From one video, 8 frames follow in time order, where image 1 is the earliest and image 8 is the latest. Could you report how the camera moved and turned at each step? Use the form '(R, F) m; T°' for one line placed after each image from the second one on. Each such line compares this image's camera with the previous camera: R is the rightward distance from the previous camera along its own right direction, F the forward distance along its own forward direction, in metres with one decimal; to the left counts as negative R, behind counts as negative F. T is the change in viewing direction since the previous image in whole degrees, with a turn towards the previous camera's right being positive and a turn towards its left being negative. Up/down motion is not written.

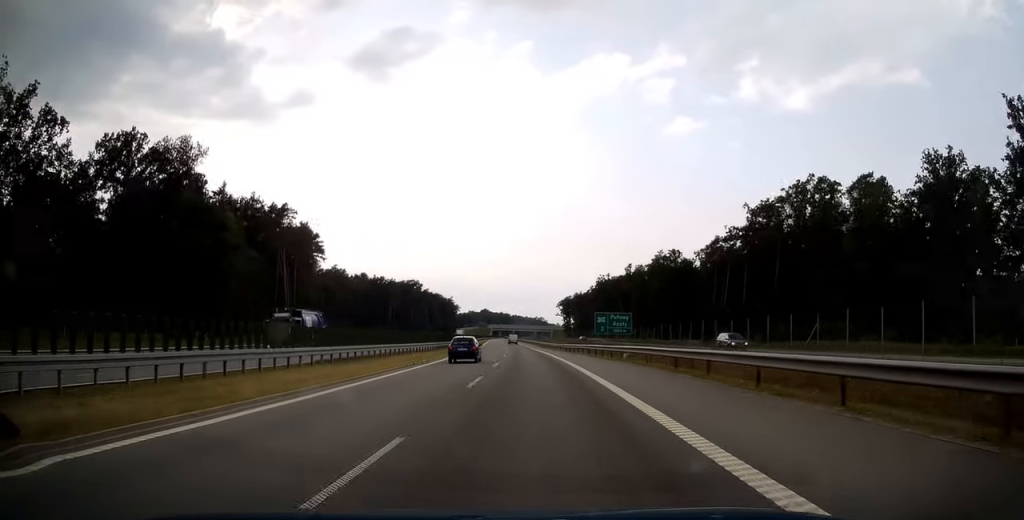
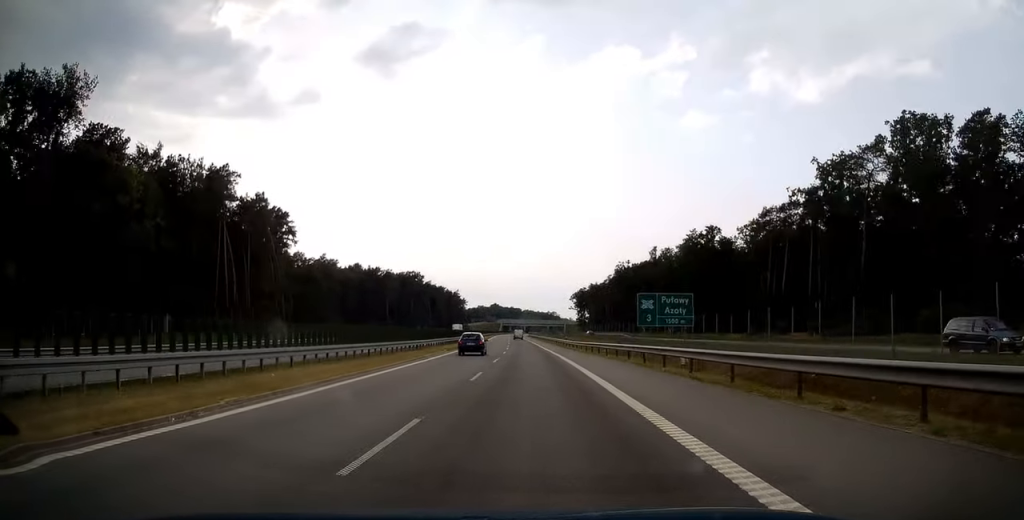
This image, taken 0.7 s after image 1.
(-0.6, +22.3) m; -1°
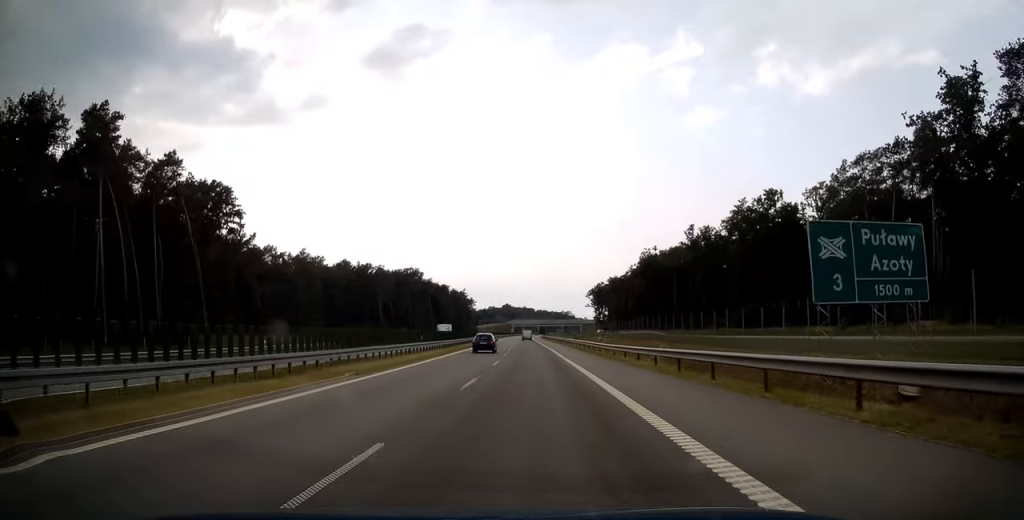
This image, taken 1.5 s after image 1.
(-0.3, +26.1) m; -1°
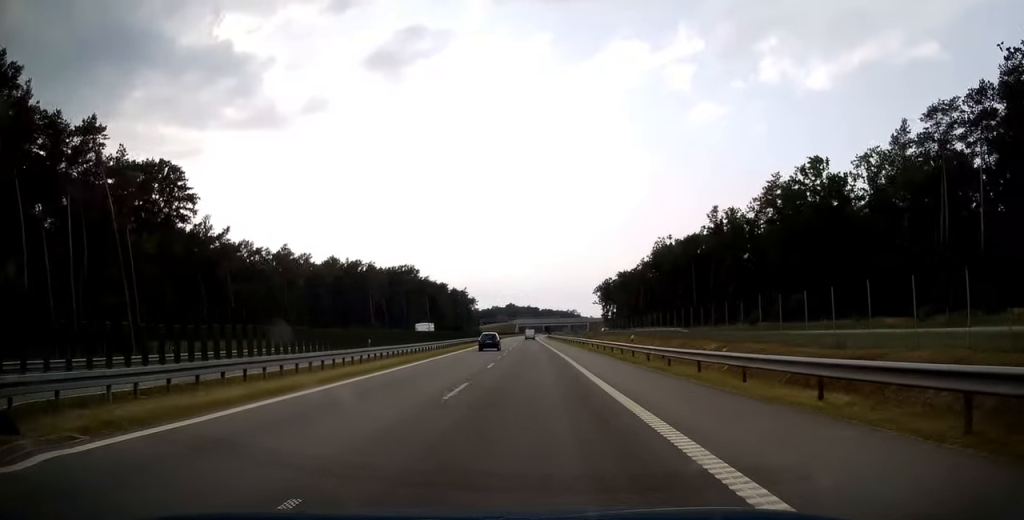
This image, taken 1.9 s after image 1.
(+0.1, +14.7) m; 0°
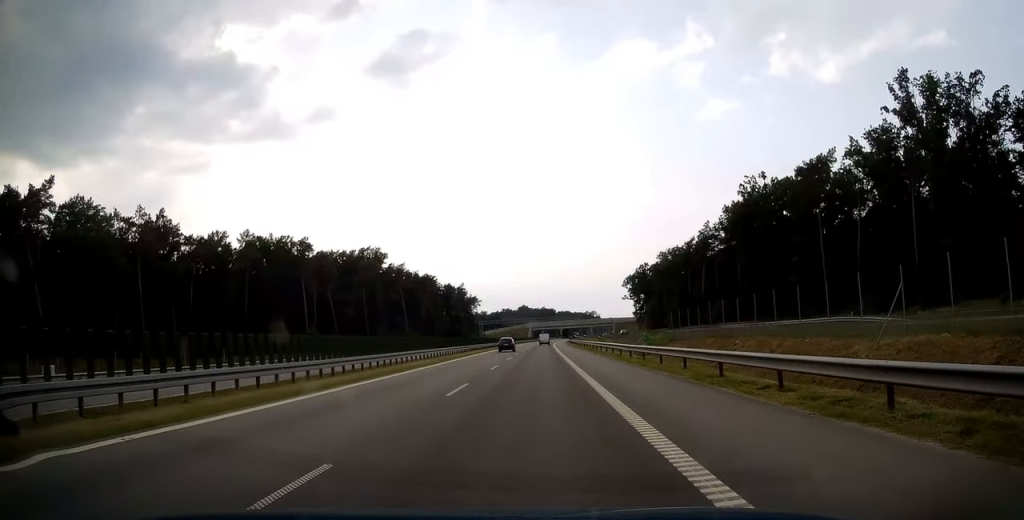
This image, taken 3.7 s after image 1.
(-0.9, +58.3) m; -1°
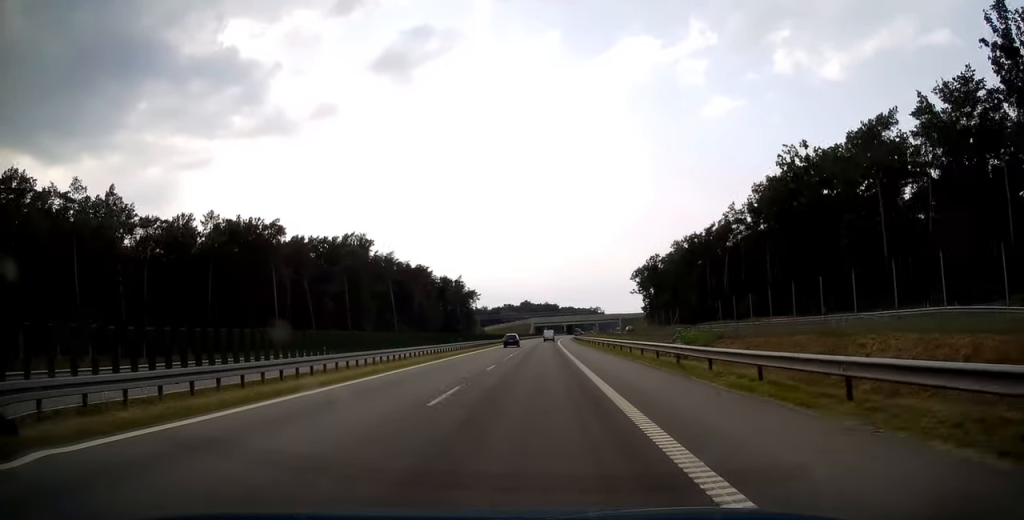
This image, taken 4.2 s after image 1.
(0.0, +14.7) m; 0°
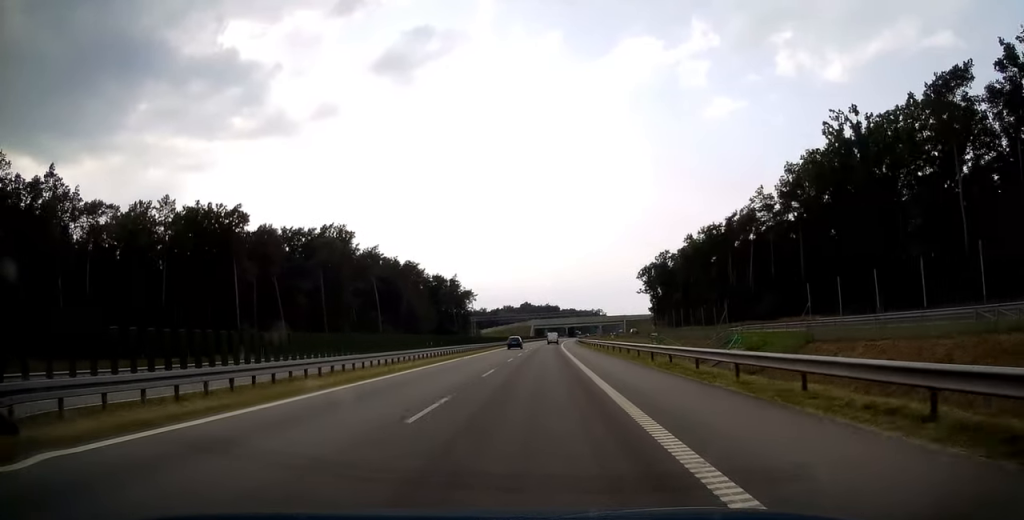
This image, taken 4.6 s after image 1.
(-0.1, +14.2) m; 0°
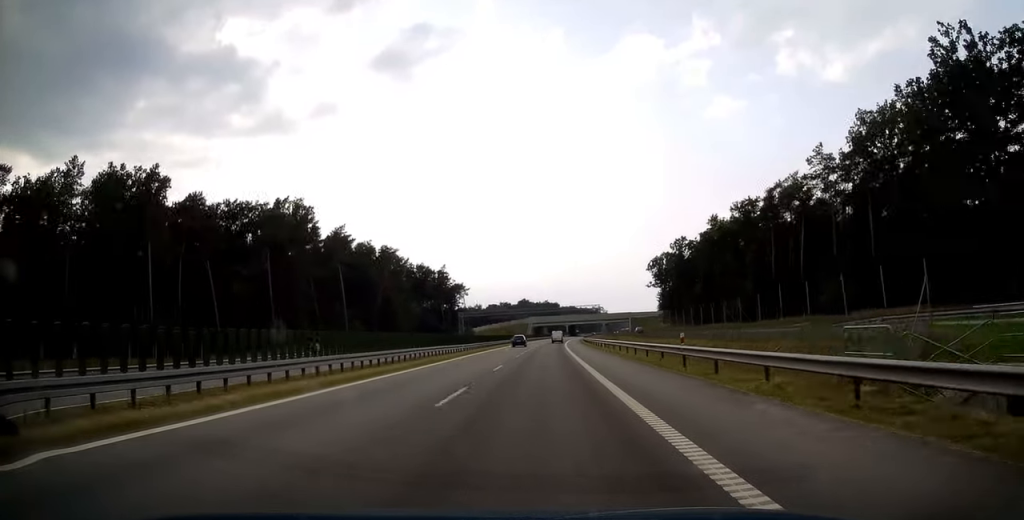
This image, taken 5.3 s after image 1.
(-0.1, +21.8) m; 0°
